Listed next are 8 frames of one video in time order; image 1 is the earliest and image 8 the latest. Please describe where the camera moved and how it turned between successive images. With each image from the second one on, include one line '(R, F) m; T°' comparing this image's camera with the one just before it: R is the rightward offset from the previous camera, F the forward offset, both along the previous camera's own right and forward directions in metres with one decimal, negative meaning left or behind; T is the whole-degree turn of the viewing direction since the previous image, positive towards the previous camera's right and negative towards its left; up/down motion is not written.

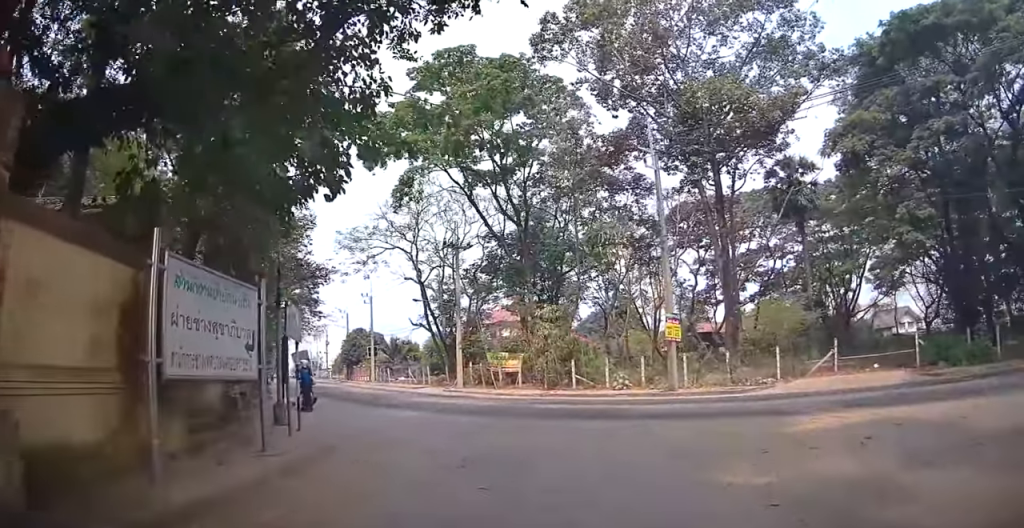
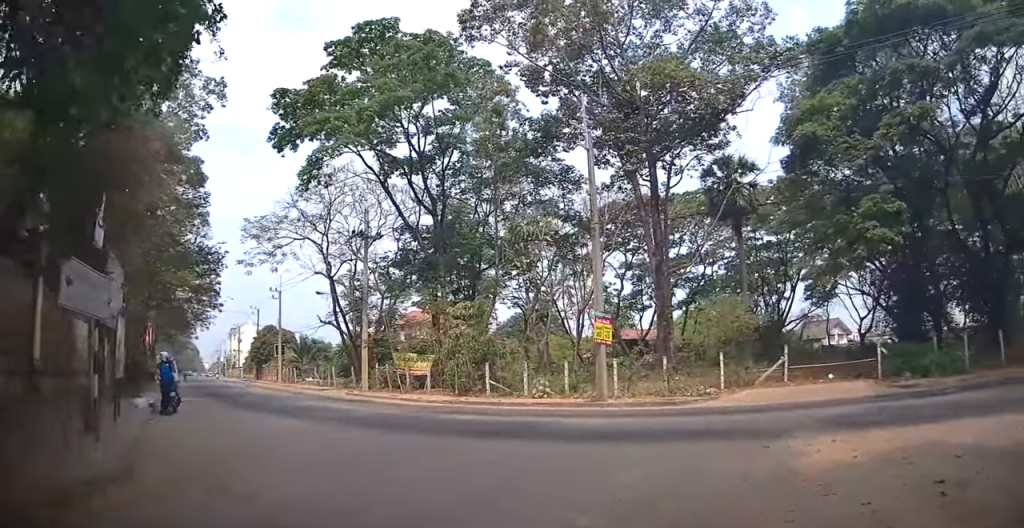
(-0.1, +3.6) m; +1°
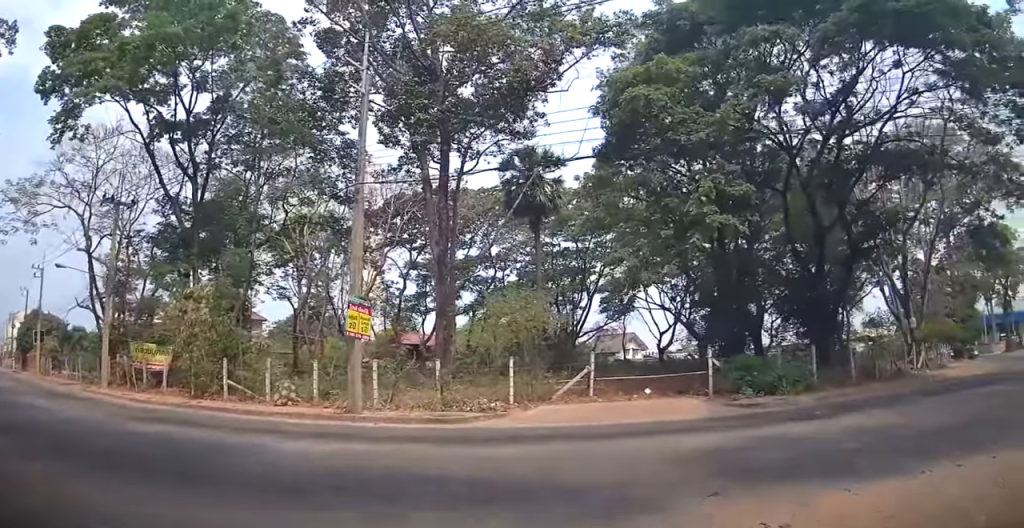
(+0.6, +4.1) m; +26°
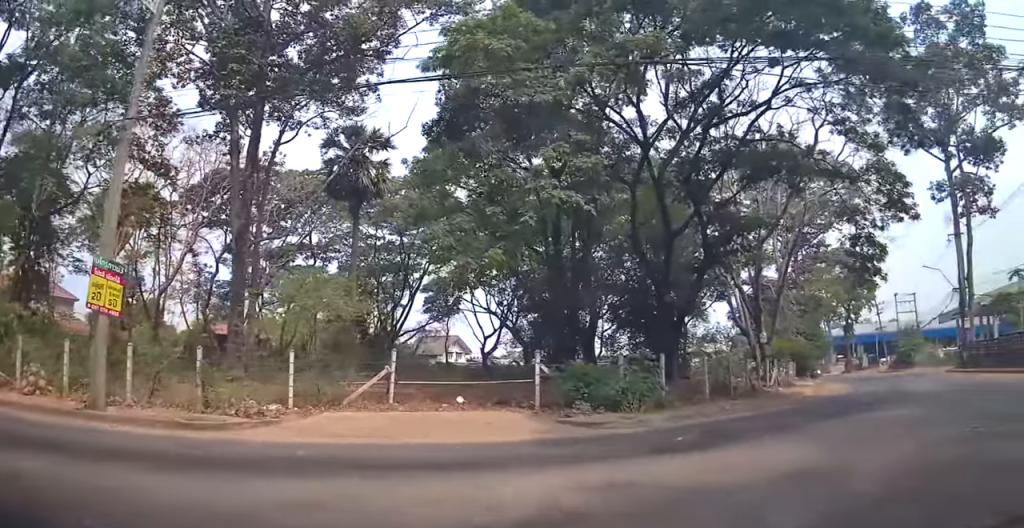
(+0.4, +2.5) m; +13°
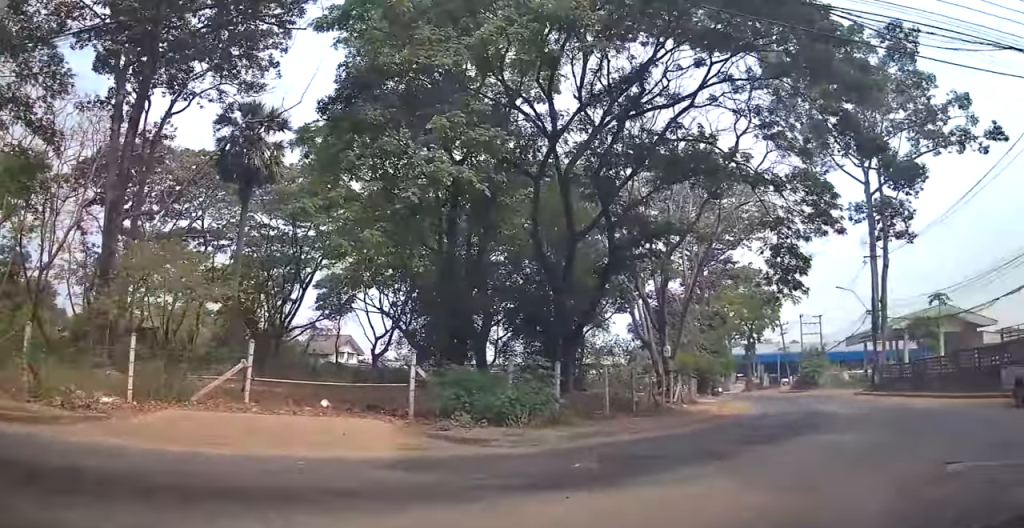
(0.0, +1.4) m; +6°
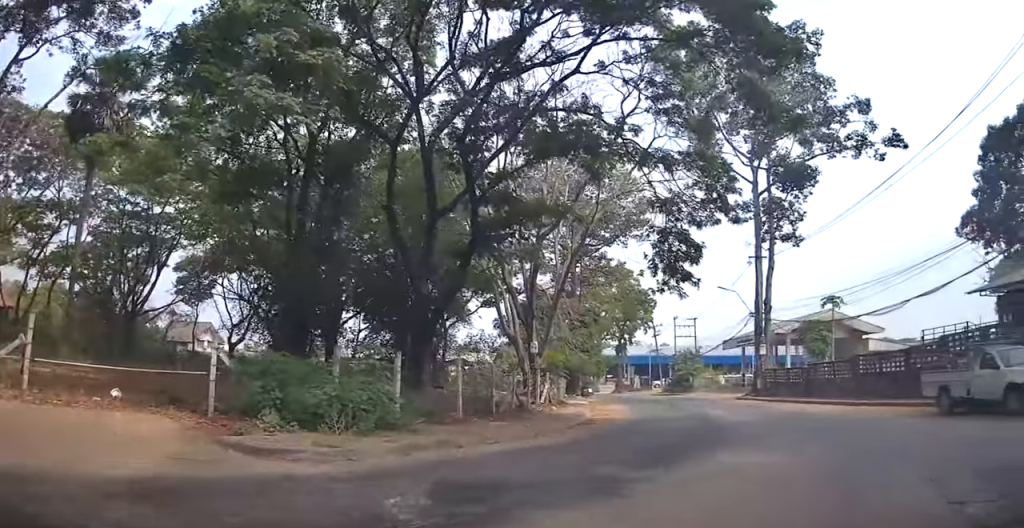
(+0.1, +1.8) m; +10°
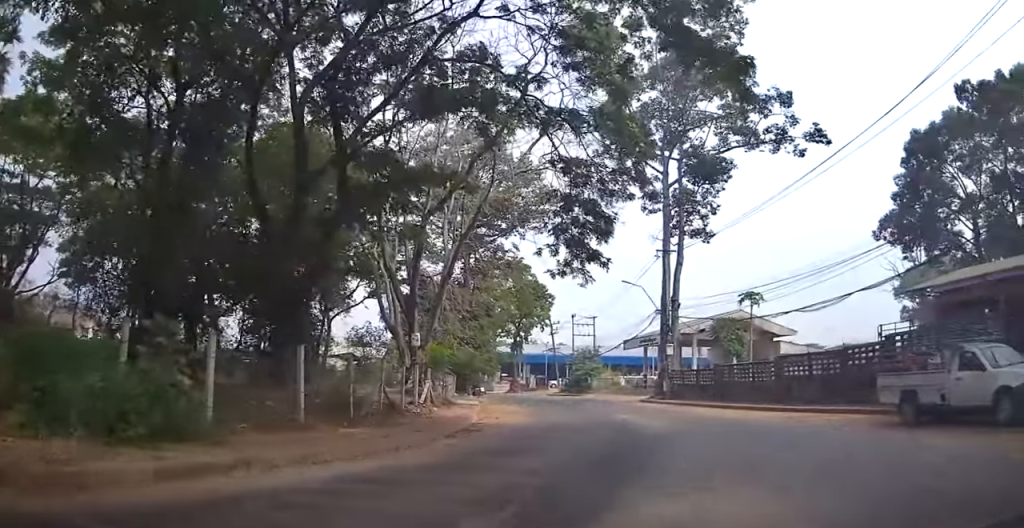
(0.0, +2.1) m; +15°
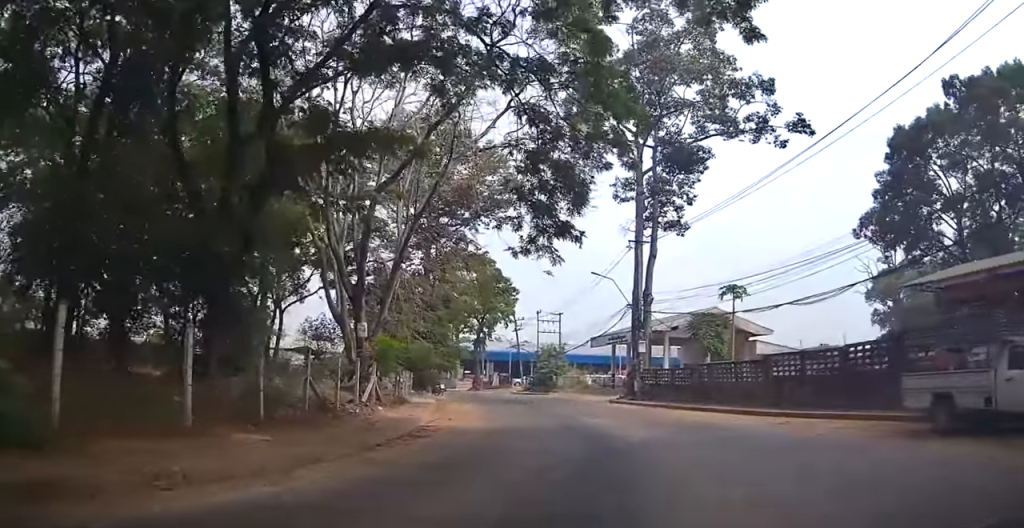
(+0.4, +1.8) m; +6°
